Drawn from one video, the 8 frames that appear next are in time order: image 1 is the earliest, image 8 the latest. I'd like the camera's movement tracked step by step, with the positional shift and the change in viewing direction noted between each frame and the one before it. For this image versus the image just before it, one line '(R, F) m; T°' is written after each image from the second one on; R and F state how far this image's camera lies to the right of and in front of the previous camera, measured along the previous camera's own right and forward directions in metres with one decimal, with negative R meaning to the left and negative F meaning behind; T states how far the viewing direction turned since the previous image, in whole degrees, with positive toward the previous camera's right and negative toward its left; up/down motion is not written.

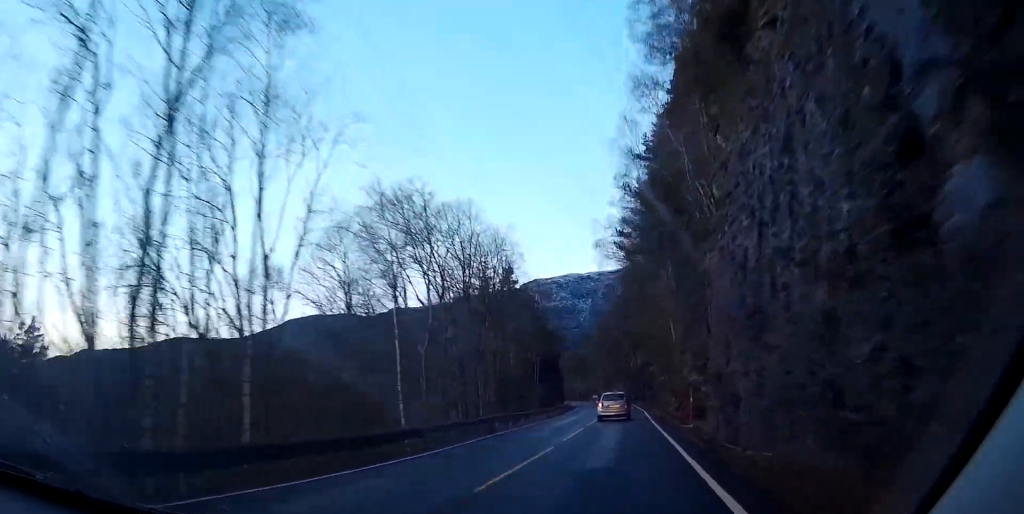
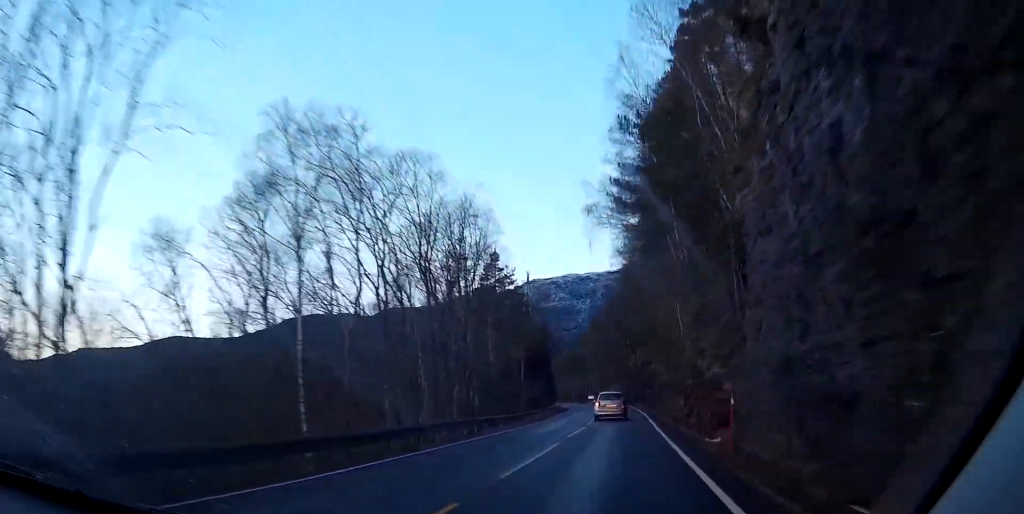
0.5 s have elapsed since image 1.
(0.0, +10.0) m; 0°
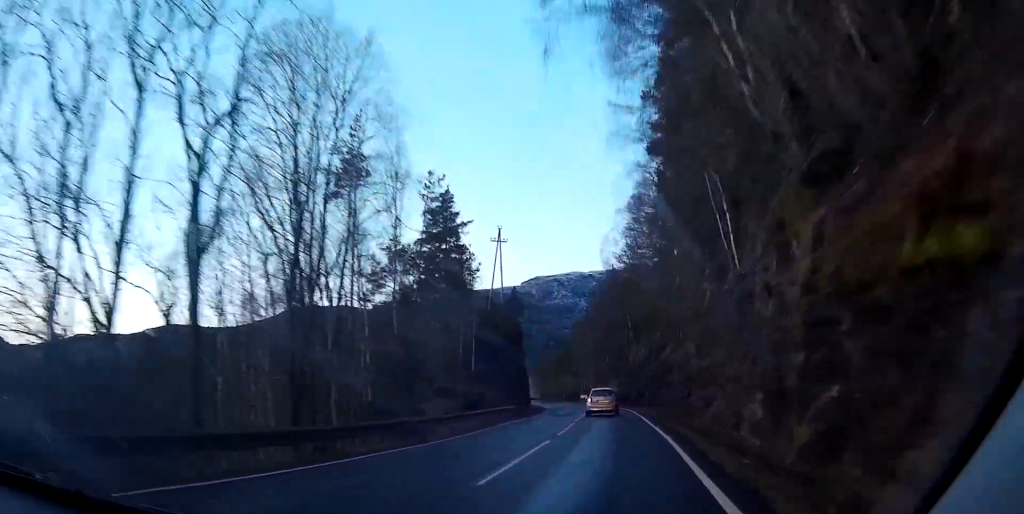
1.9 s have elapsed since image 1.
(-0.1, +25.4) m; -1°
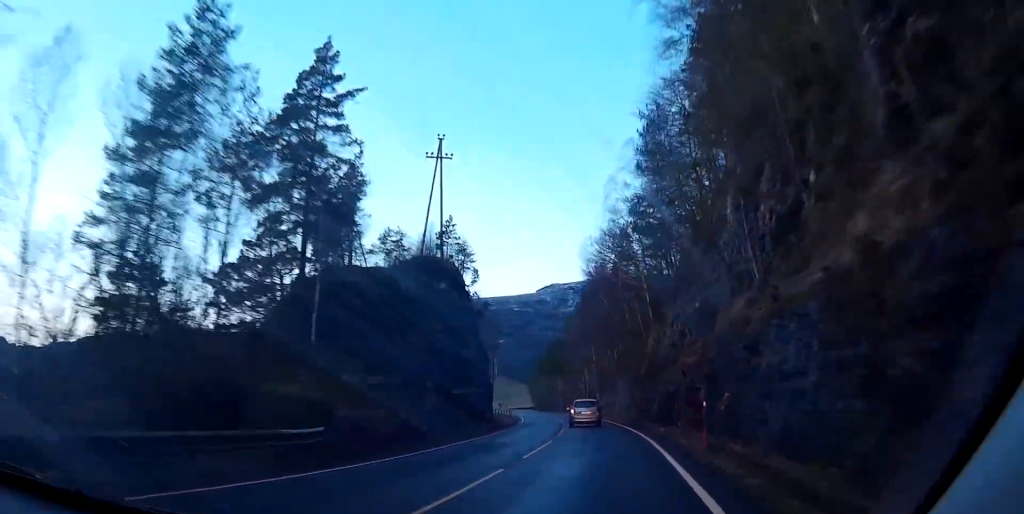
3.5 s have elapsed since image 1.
(-0.6, +29.4) m; -2°
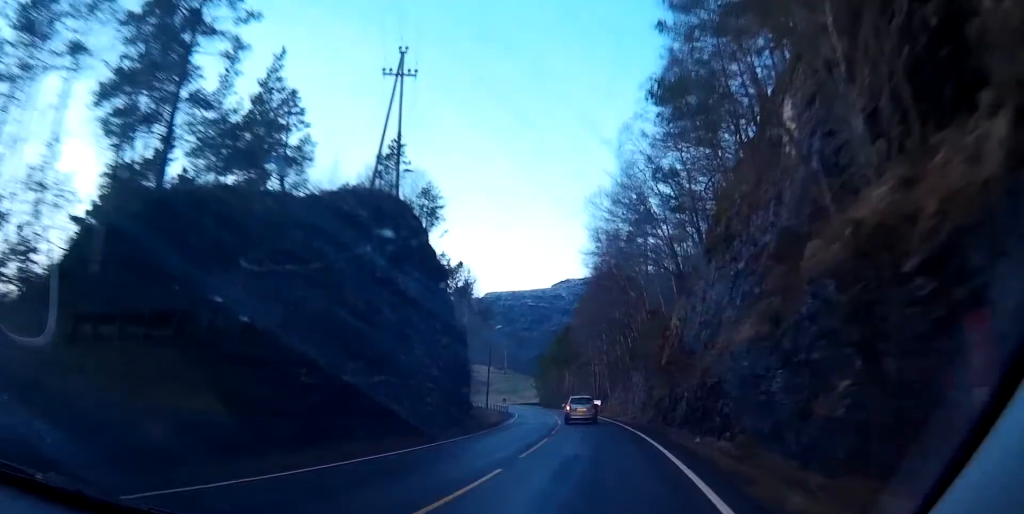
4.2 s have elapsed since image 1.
(0.0, +12.3) m; -1°
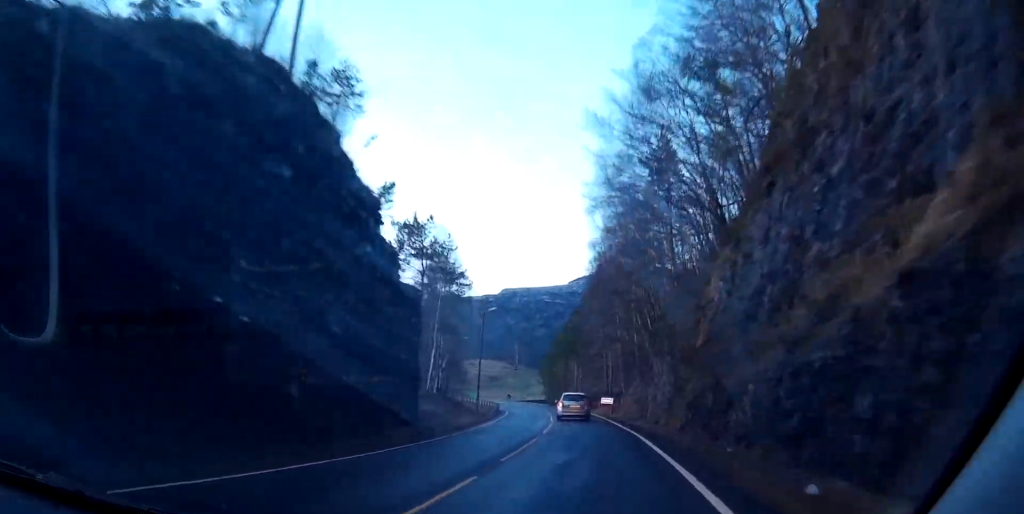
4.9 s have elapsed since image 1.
(-0.2, +13.5) m; 0°
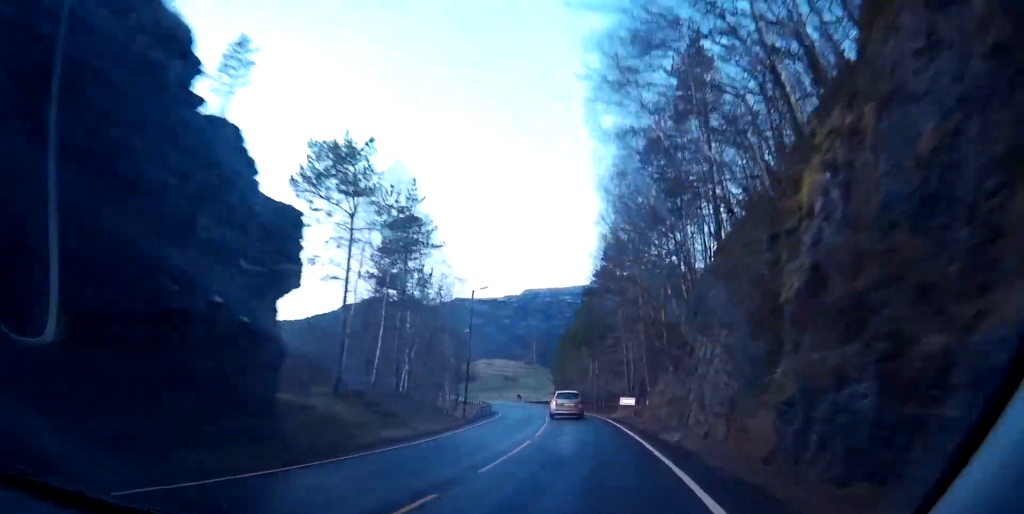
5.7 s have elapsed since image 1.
(+0.1, +13.9) m; 0°
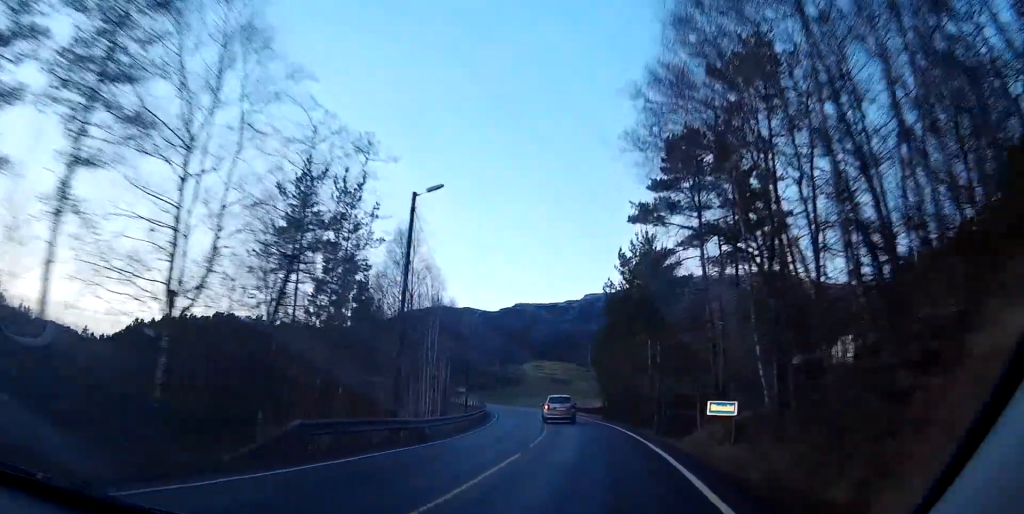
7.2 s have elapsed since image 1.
(-0.1, +28.0) m; -4°
